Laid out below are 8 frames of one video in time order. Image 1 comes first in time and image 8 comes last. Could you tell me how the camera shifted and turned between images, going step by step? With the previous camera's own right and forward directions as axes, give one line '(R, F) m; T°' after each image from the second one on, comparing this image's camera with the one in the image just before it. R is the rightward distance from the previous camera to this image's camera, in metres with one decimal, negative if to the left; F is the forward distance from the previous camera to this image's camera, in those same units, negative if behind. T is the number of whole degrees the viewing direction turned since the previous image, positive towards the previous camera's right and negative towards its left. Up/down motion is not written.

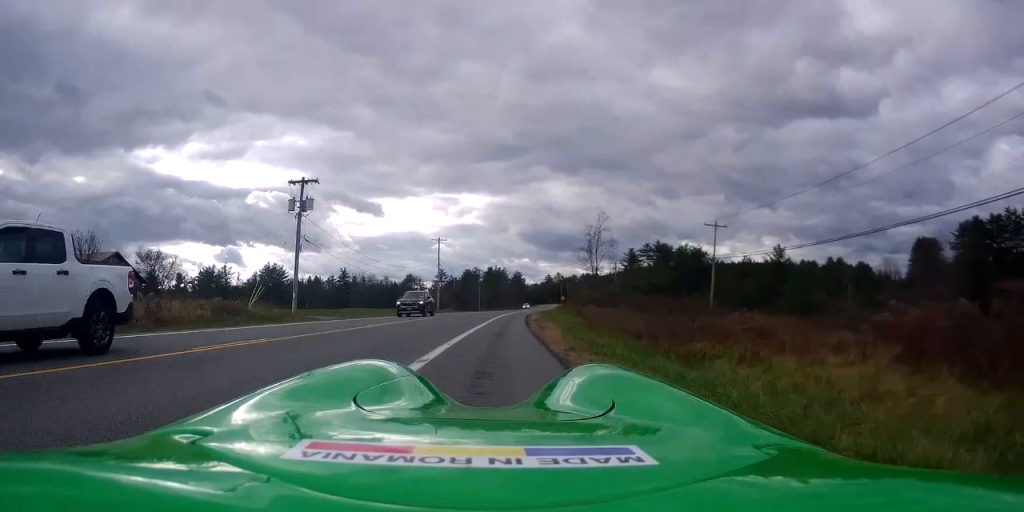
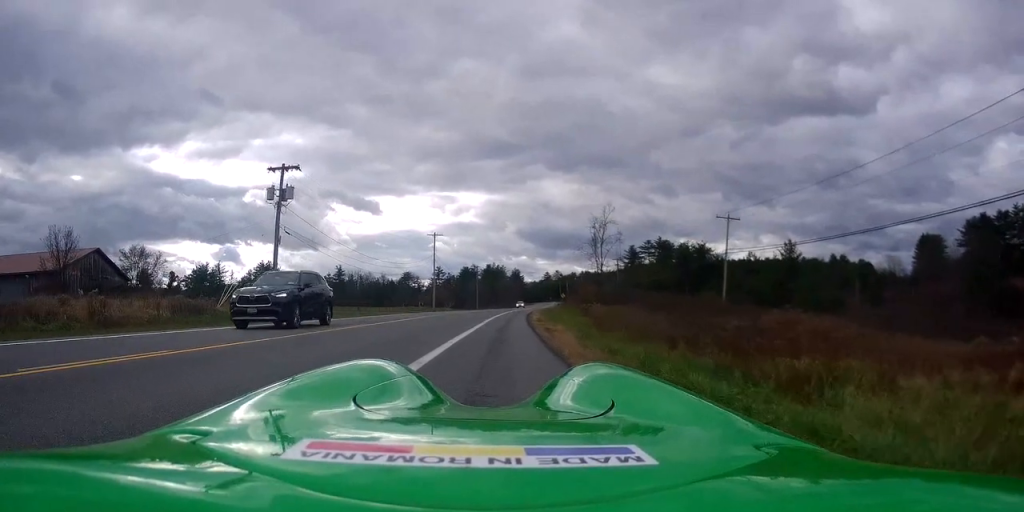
(0.0, +4.0) m; -3°
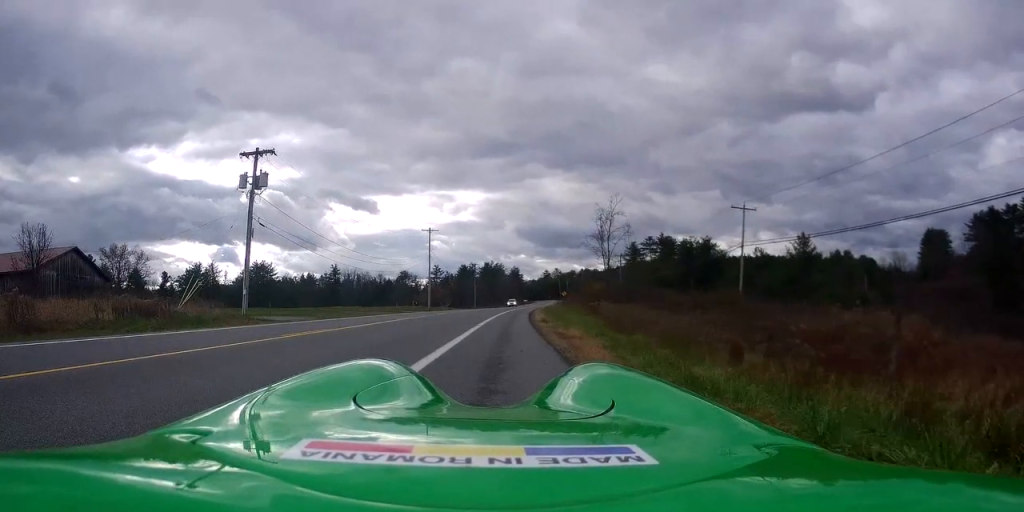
(-0.2, +4.3) m; -3°
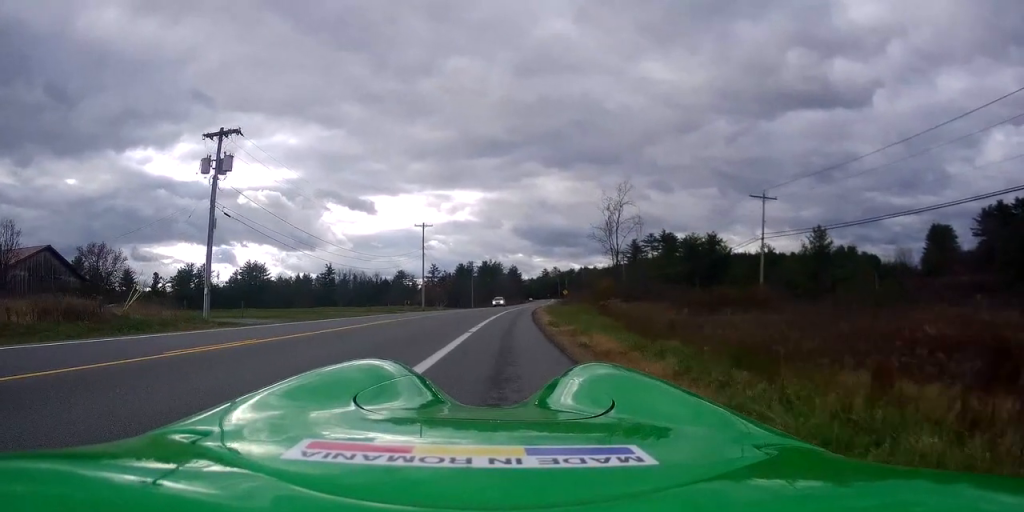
(-0.1, +4.7) m; -1°
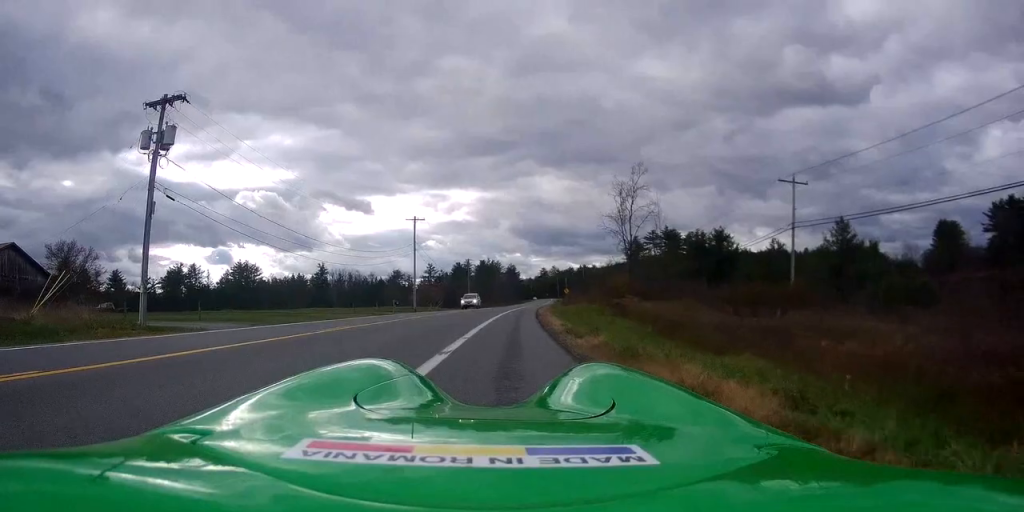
(0.0, +5.6) m; +2°
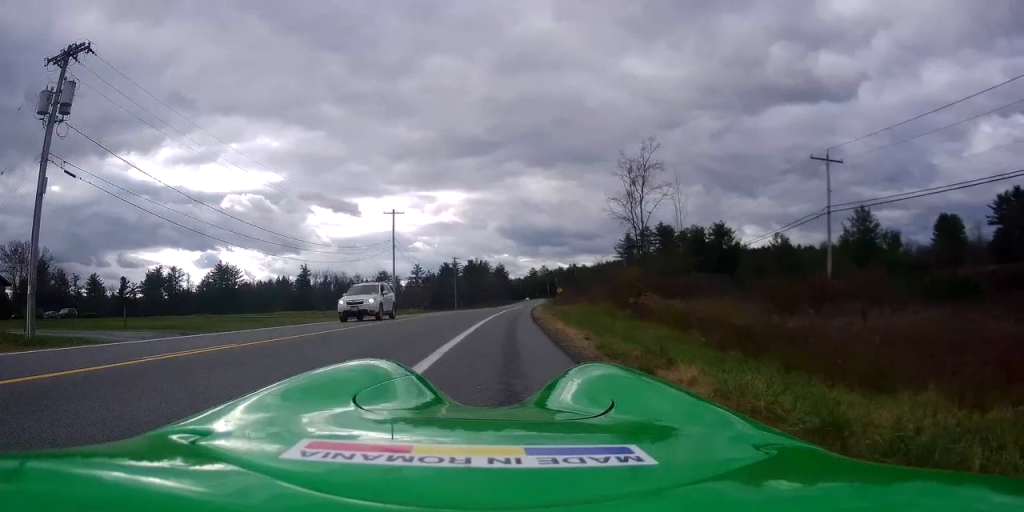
(+0.3, +6.6) m; +2°
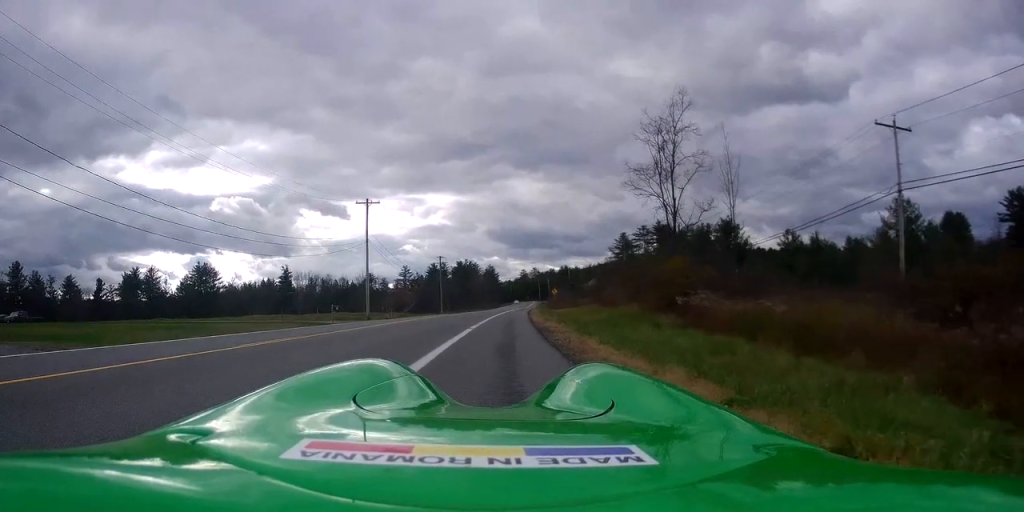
(-0.1, +8.4) m; -1°
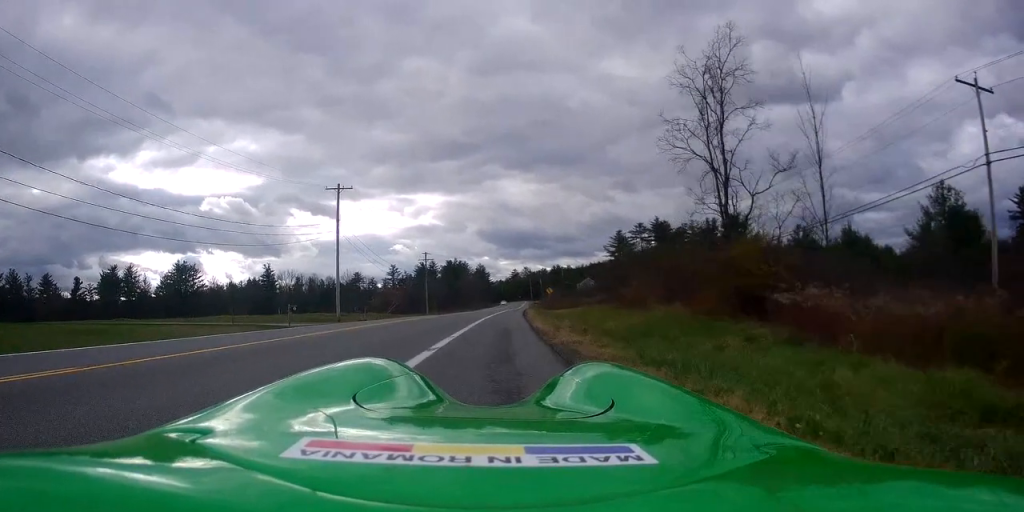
(+0.1, +7.5) m; +4°
